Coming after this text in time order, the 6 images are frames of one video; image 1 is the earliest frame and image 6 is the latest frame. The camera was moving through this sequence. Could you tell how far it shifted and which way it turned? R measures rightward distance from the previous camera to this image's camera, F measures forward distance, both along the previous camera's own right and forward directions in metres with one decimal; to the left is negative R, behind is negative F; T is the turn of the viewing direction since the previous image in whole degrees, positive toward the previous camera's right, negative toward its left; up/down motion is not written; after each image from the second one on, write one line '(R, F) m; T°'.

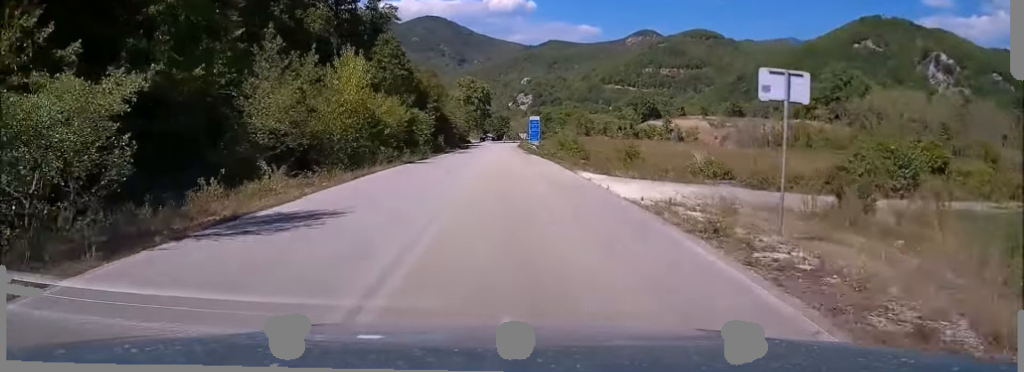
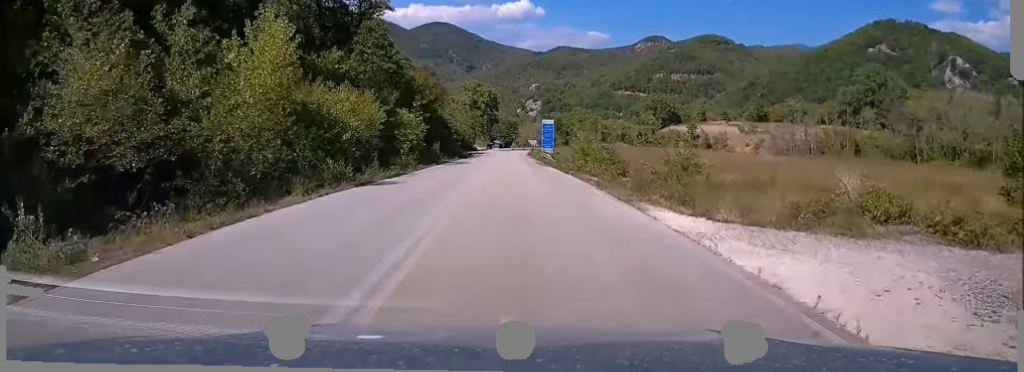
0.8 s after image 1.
(-0.2, +12.5) m; -1°
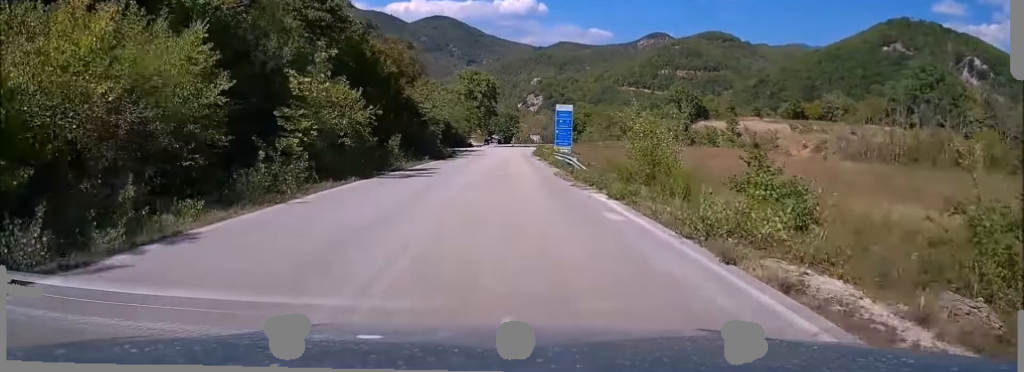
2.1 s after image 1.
(-0.3, +22.3) m; -1°
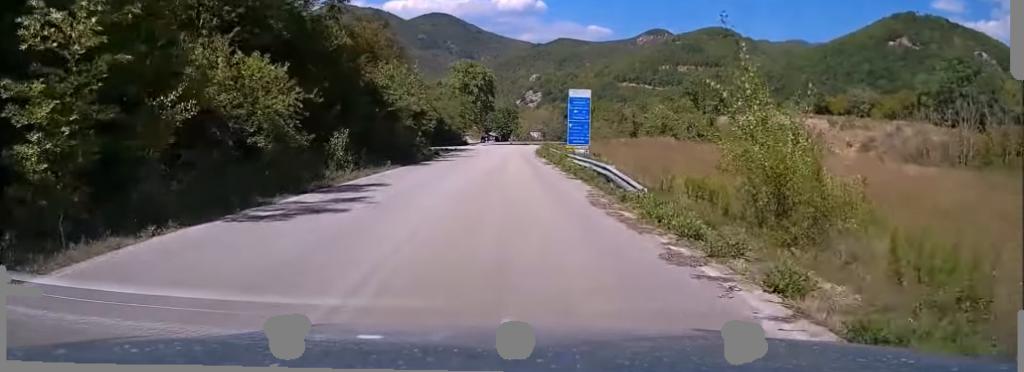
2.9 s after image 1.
(0.0, +13.0) m; 0°
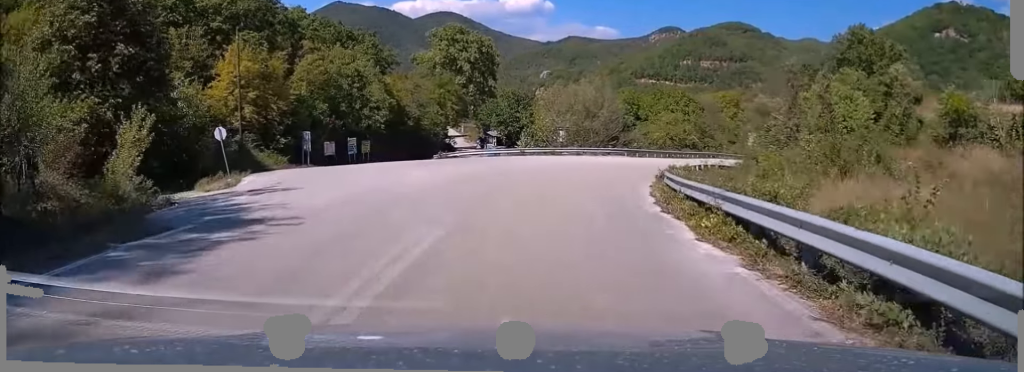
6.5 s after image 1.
(0.0, +57.3) m; -3°
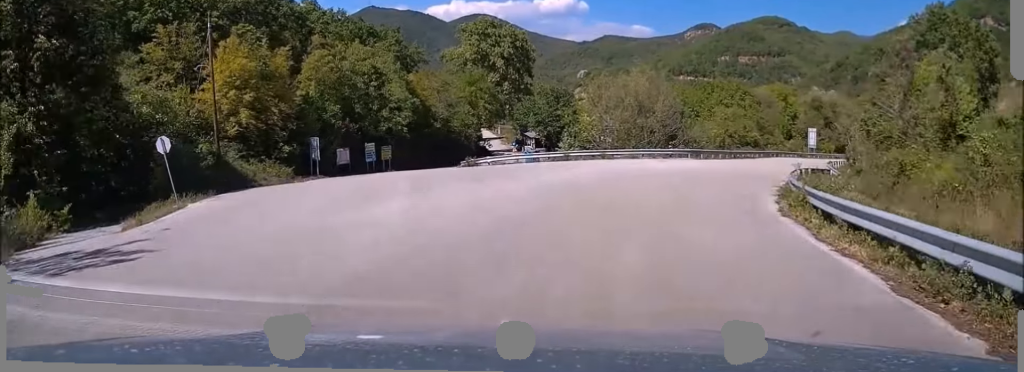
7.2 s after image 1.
(-0.1, +8.7) m; -3°
